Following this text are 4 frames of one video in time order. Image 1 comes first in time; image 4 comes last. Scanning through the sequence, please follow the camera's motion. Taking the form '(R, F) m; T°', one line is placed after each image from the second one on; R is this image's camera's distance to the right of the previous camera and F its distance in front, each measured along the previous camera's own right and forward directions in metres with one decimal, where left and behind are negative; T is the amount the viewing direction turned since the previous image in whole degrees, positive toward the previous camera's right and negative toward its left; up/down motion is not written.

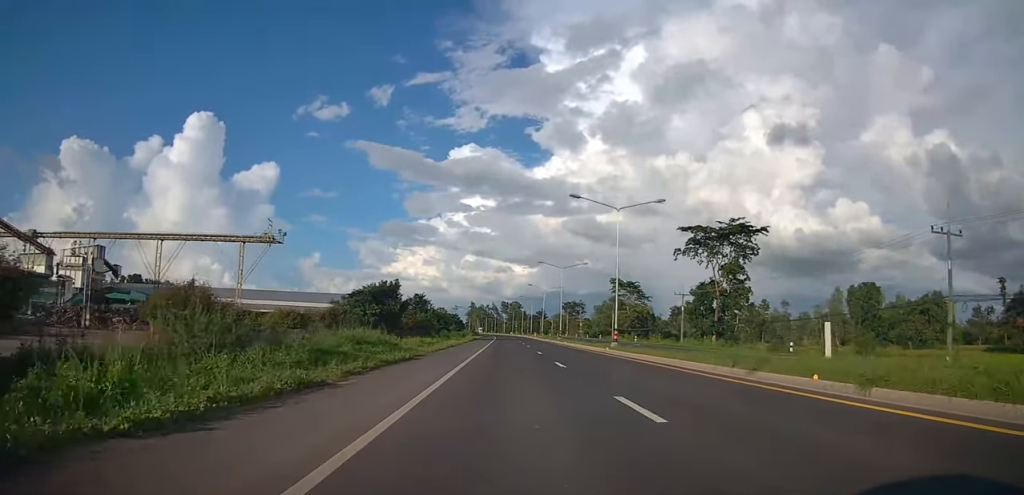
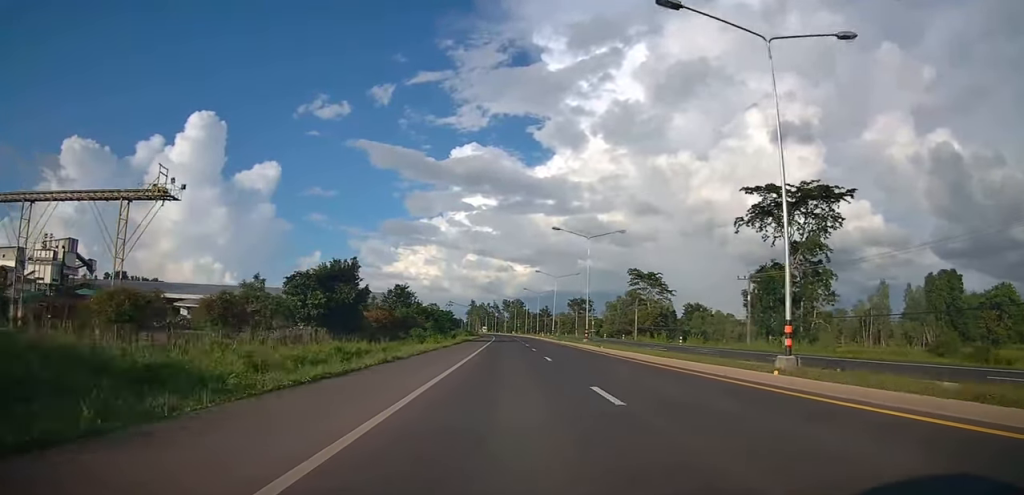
(0.0, +22.5) m; 0°
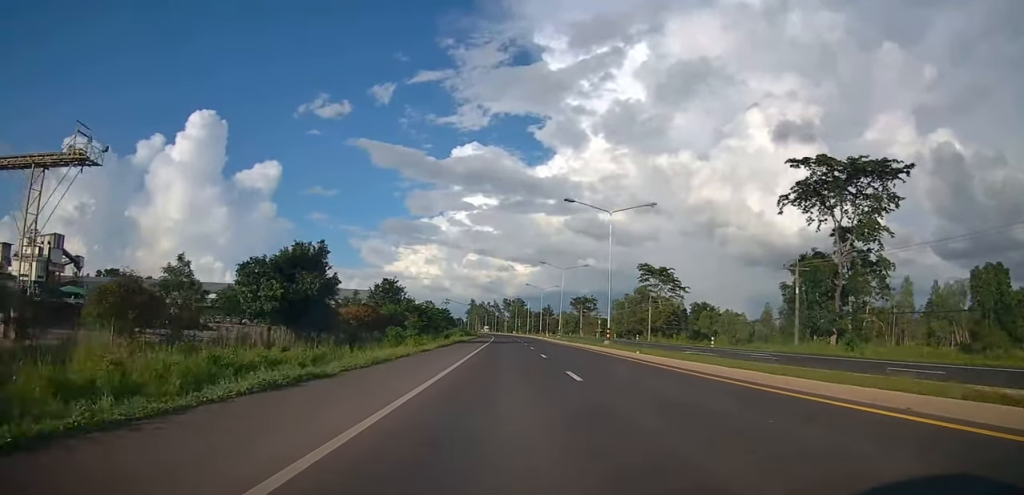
(0.0, +10.3) m; 0°
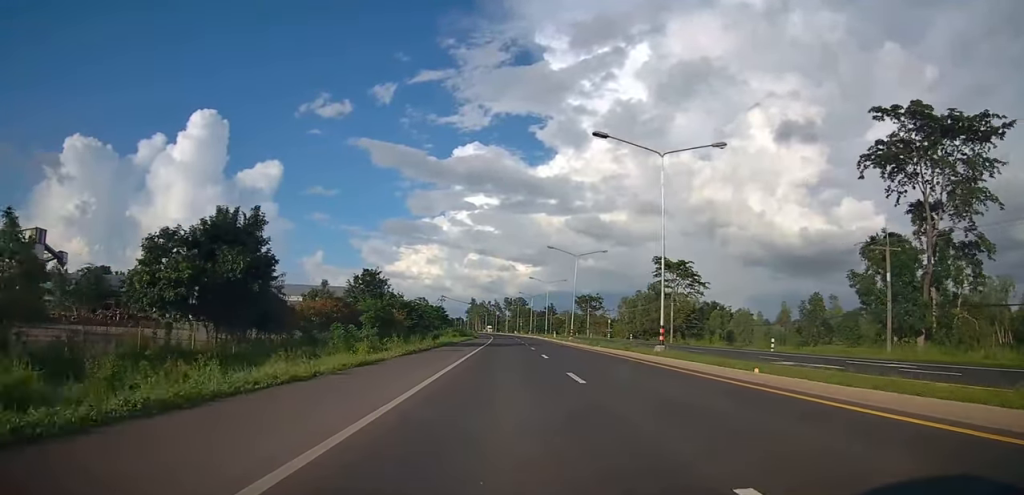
(0.0, +13.0) m; 0°
